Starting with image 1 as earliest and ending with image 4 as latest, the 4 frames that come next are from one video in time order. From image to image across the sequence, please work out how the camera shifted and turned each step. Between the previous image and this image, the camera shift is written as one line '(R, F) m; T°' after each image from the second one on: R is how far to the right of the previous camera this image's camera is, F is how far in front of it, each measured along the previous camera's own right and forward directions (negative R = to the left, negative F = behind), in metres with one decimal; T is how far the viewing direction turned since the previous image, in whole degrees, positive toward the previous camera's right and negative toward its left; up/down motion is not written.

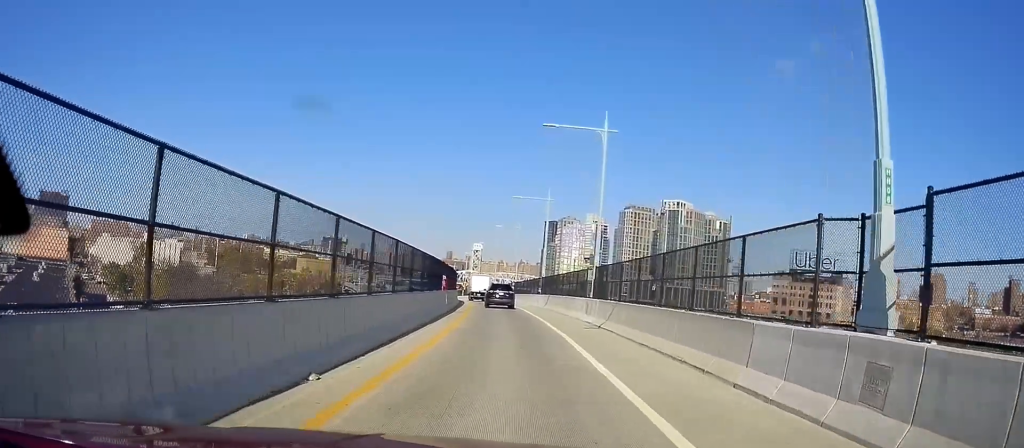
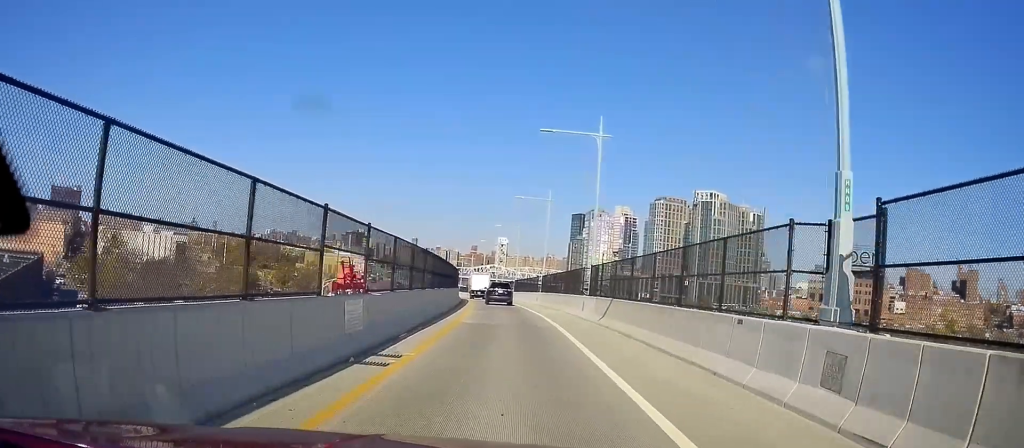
(-1.3, +20.6) m; -1°
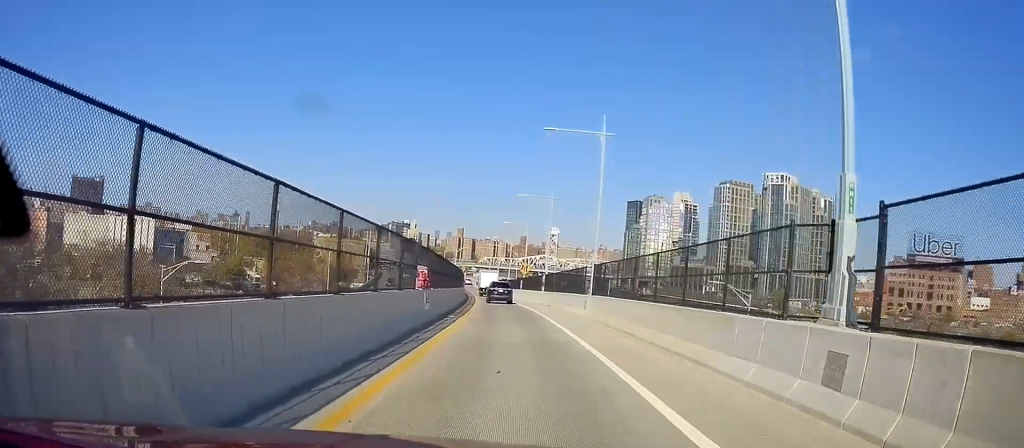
(-1.5, +44.2) m; -5°
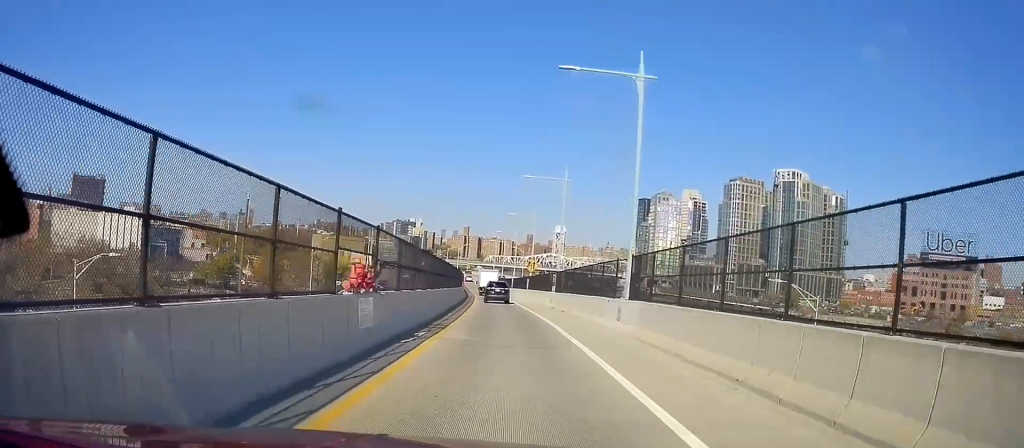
(0.0, +8.6) m; -1°
